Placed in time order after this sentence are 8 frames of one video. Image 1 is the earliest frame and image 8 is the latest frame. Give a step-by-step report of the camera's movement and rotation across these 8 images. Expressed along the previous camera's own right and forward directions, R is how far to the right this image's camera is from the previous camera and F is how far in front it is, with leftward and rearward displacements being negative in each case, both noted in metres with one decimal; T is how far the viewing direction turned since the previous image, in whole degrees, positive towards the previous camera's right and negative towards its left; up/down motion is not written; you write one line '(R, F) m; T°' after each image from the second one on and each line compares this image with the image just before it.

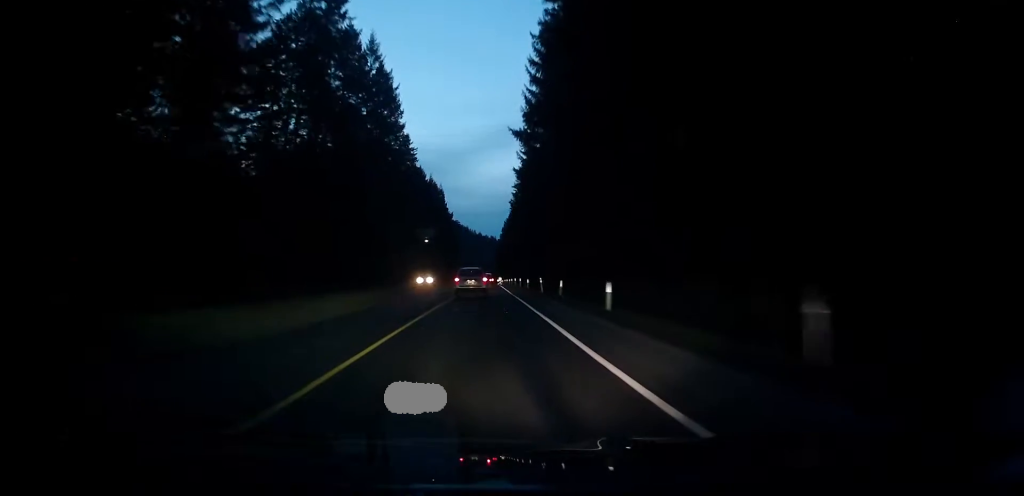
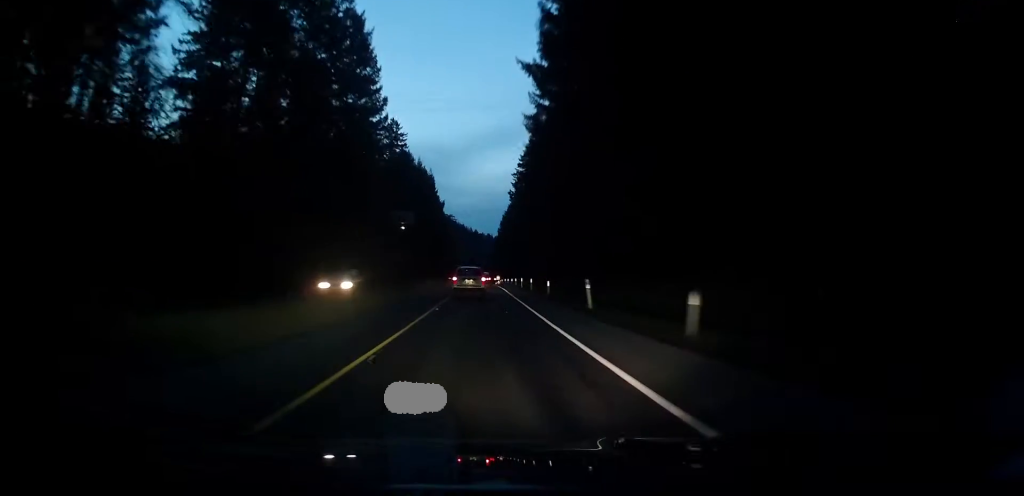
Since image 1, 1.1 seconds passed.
(-0.1, +22.6) m; 0°
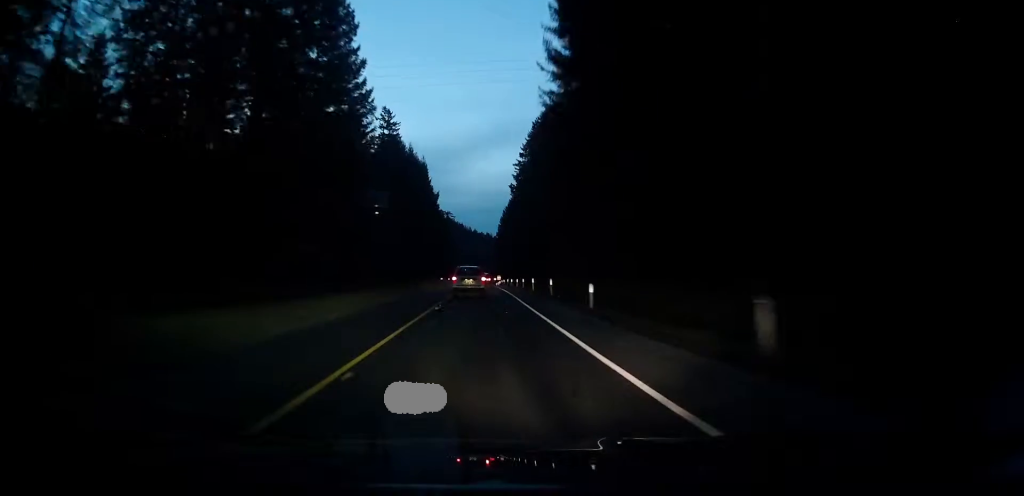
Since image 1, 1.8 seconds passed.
(0.0, +16.0) m; +1°
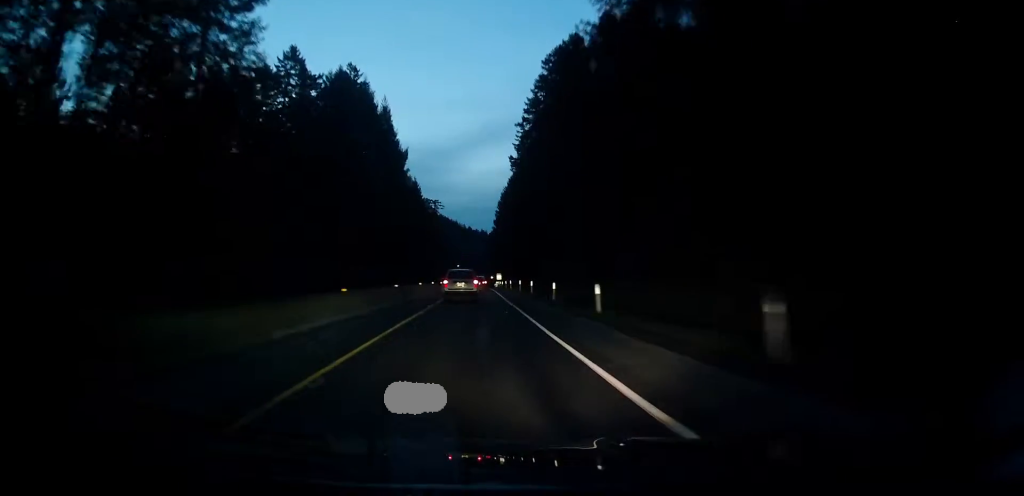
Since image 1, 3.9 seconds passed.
(-0.4, +42.8) m; -2°
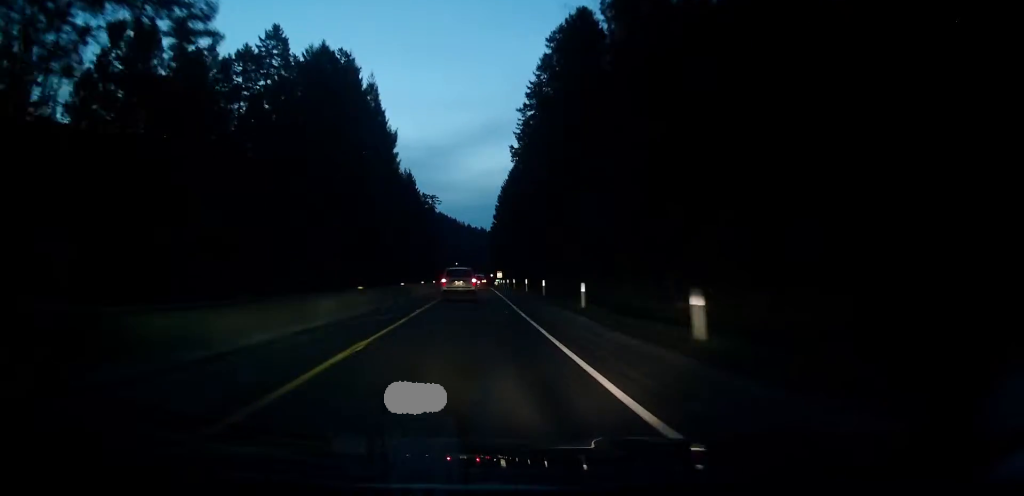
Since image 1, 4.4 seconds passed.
(0.0, +9.6) m; 0°
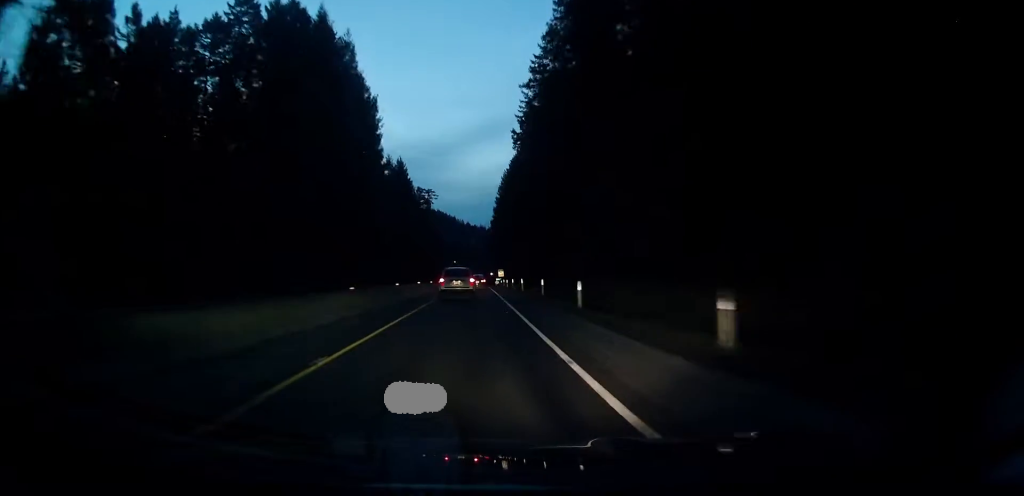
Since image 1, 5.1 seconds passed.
(0.0, +13.9) m; 0°
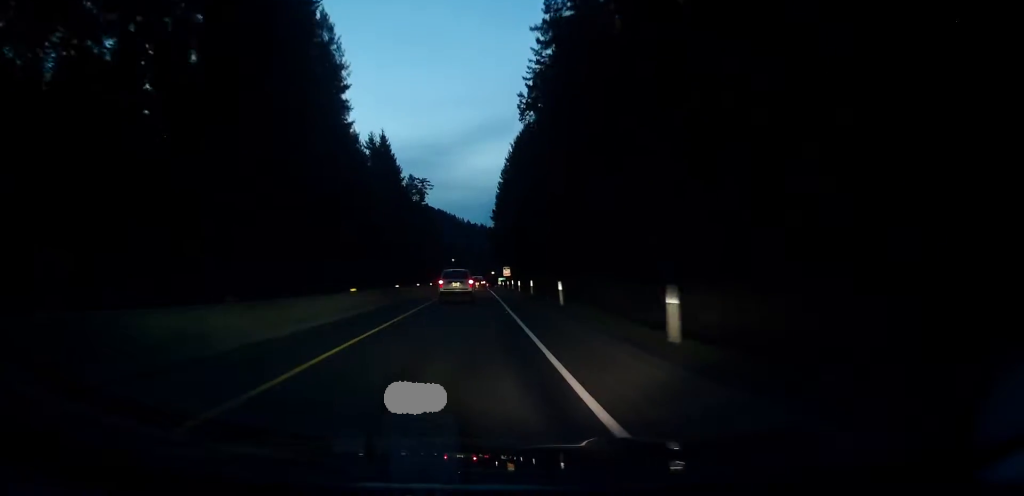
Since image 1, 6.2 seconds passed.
(0.0, +24.6) m; -1°
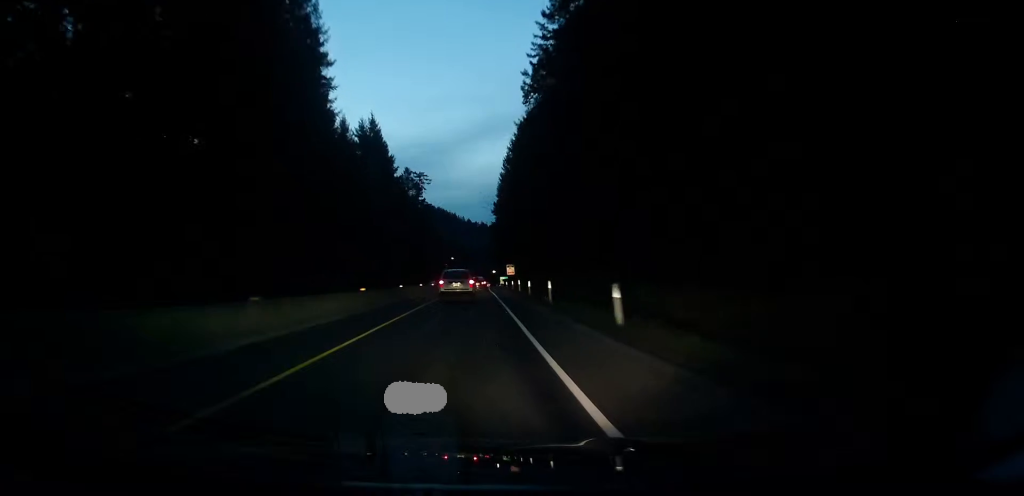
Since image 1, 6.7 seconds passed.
(0.0, +10.5) m; -1°
